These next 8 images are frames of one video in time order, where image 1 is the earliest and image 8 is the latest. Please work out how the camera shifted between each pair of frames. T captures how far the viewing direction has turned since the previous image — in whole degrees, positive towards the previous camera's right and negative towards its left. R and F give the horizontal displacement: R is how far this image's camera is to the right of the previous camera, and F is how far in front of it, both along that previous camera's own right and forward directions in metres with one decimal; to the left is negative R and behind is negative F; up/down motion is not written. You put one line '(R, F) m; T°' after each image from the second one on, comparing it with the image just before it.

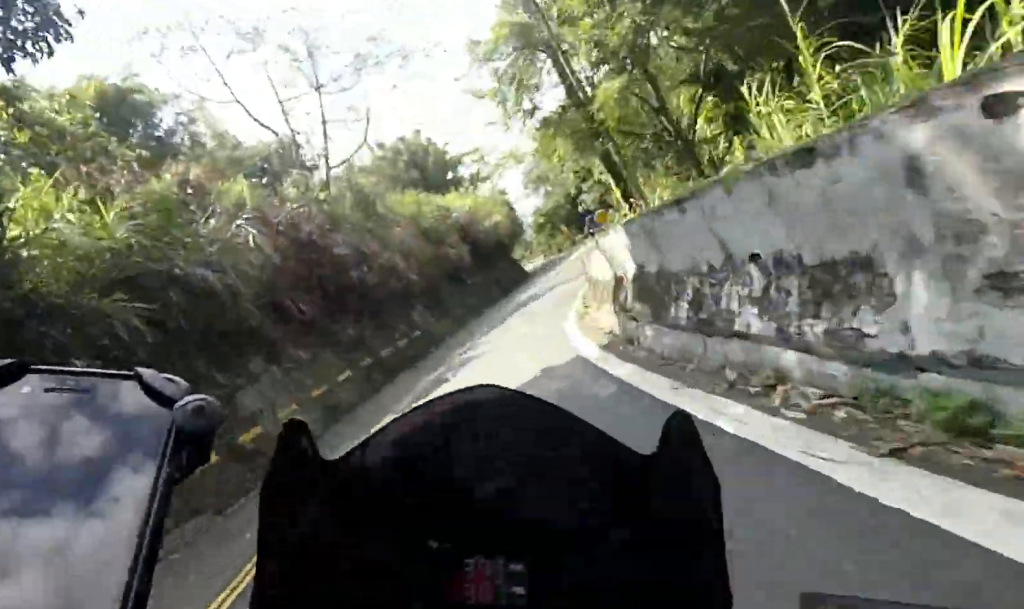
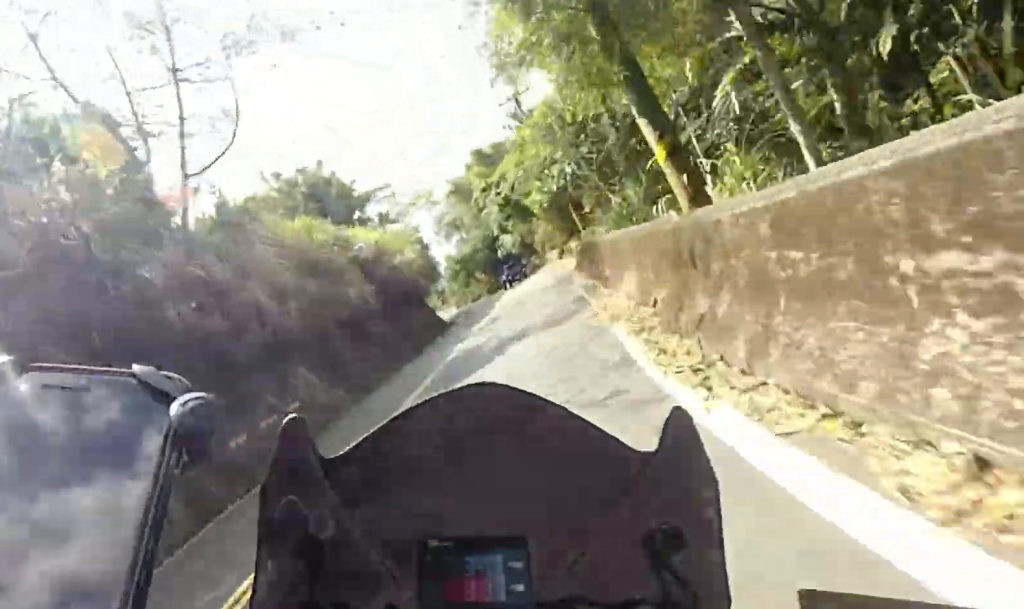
(-0.1, +8.7) m; +5°
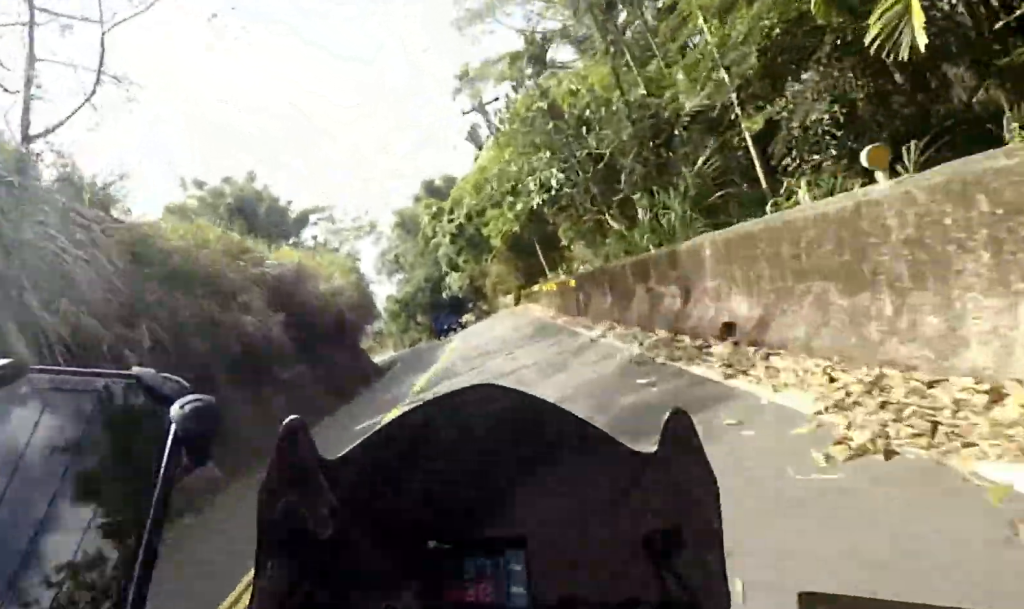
(+0.8, +6.4) m; +6°
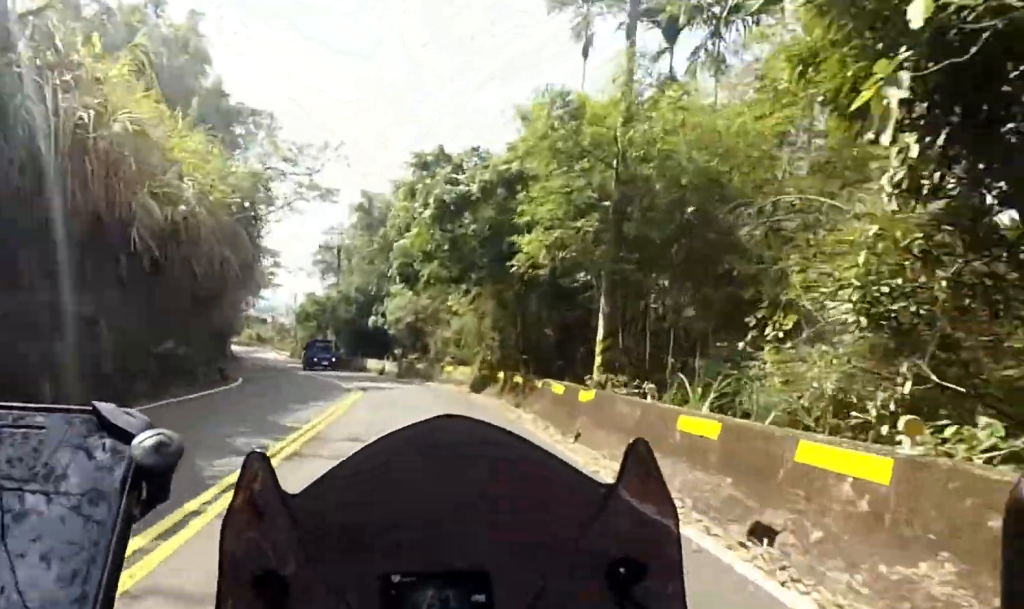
(+1.7, +14.9) m; +8°
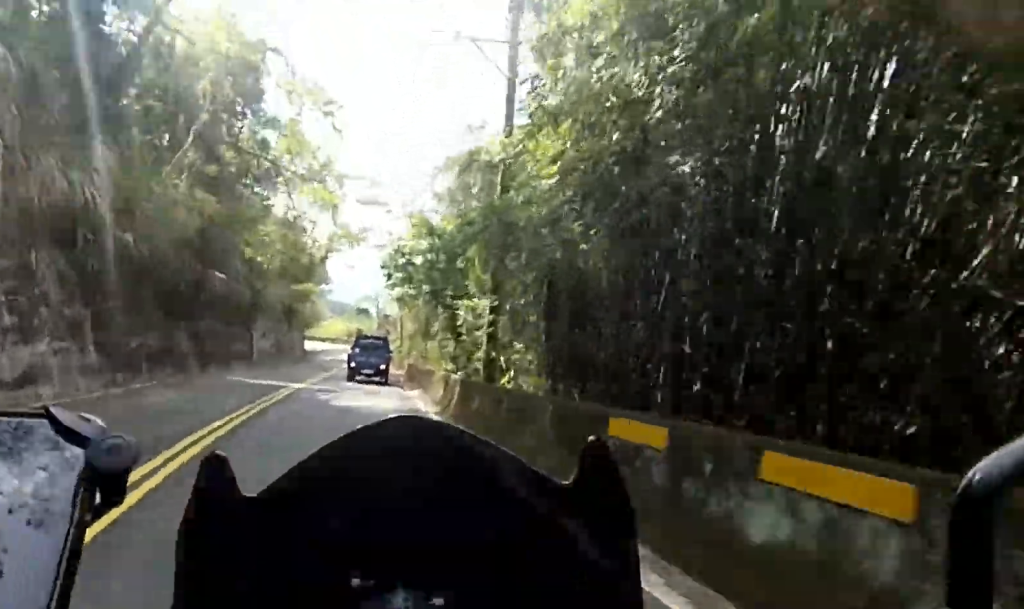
(+1.3, +34.1) m; +1°
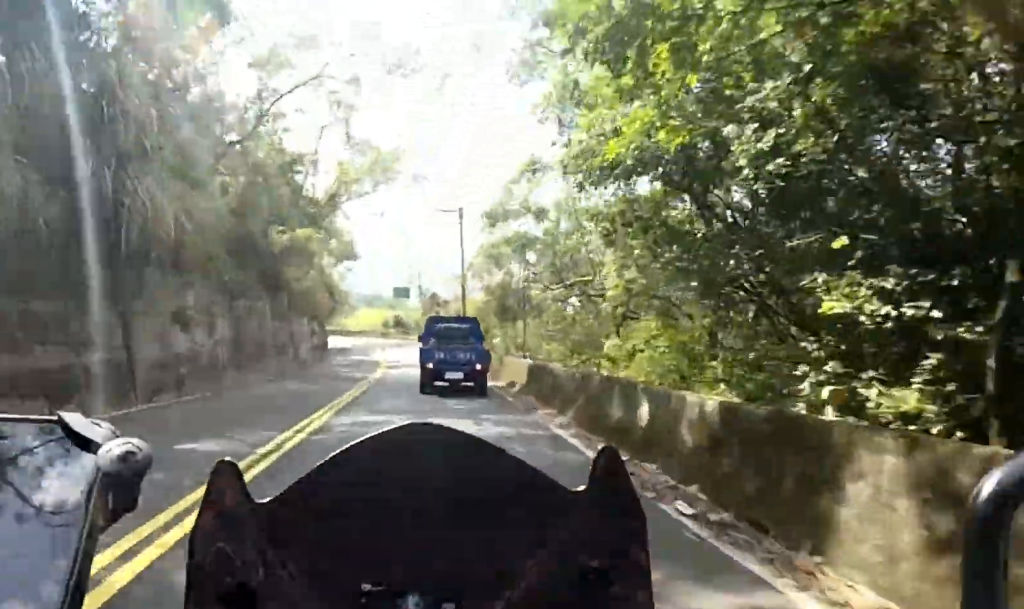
(-0.9, +20.8) m; -2°
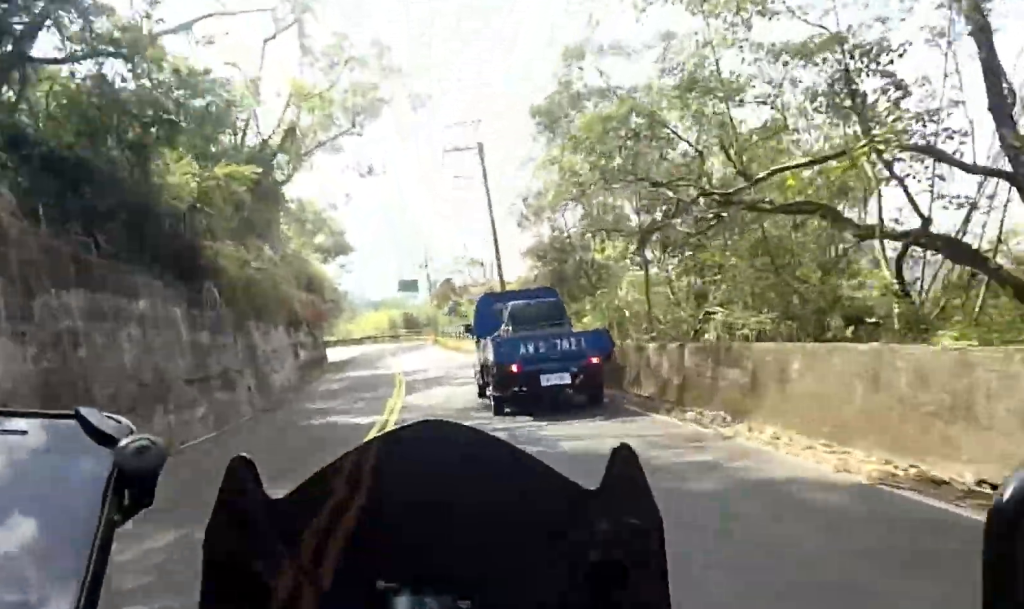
(0.0, +11.4) m; 0°
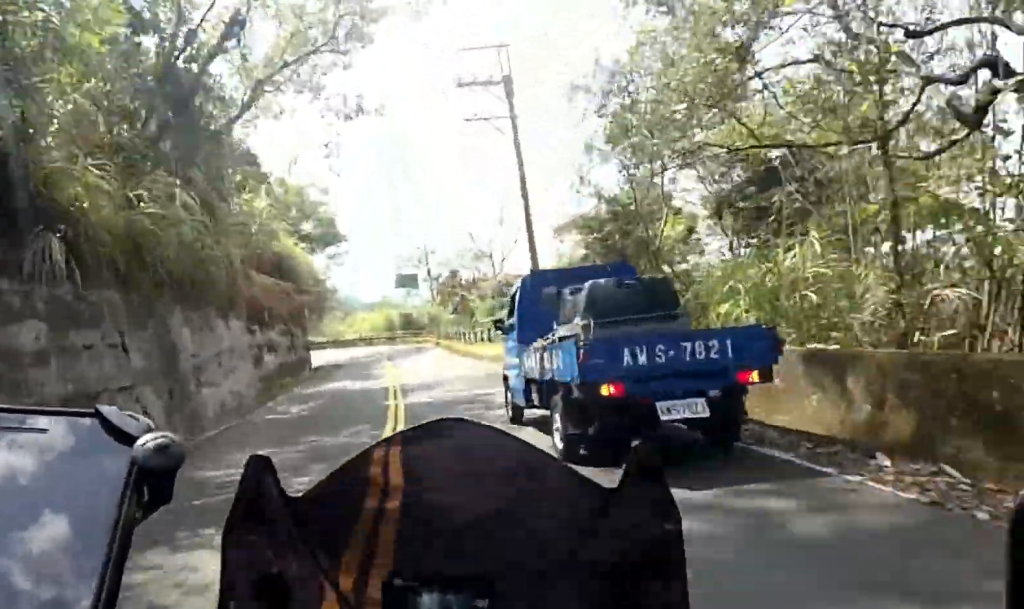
(+0.6, +7.2) m; 0°
